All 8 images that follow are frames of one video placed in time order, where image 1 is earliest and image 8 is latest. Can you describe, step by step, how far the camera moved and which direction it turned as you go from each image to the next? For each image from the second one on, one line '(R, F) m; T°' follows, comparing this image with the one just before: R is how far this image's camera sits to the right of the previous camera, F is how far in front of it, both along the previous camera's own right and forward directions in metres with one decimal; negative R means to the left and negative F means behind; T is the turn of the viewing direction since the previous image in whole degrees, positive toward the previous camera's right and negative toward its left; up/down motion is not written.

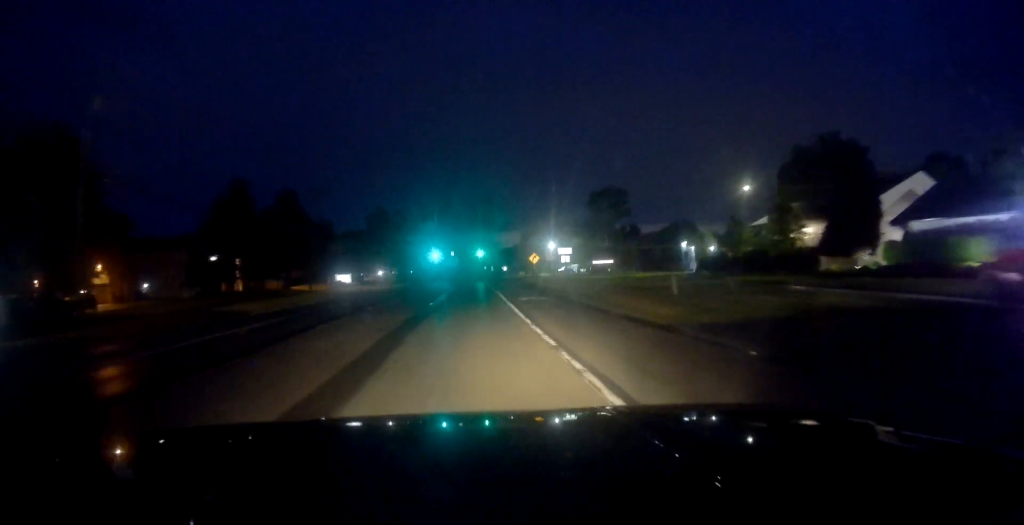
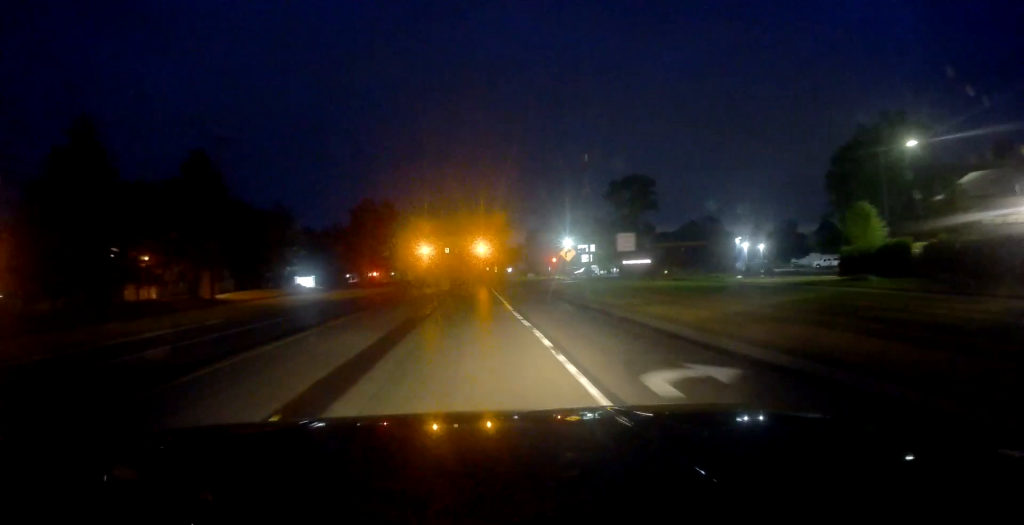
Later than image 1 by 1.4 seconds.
(+0.7, +25.3) m; +2°
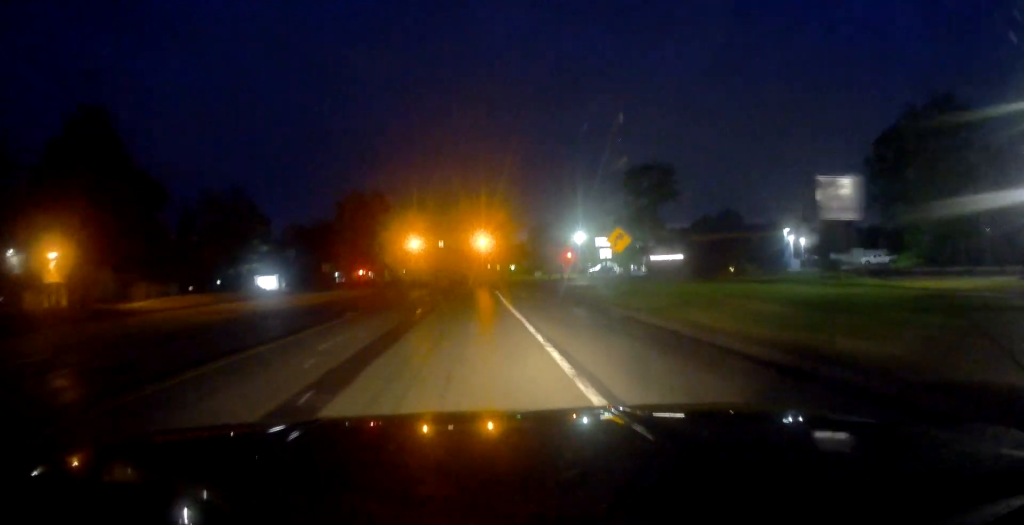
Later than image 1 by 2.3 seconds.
(+0.2, +15.7) m; -2°
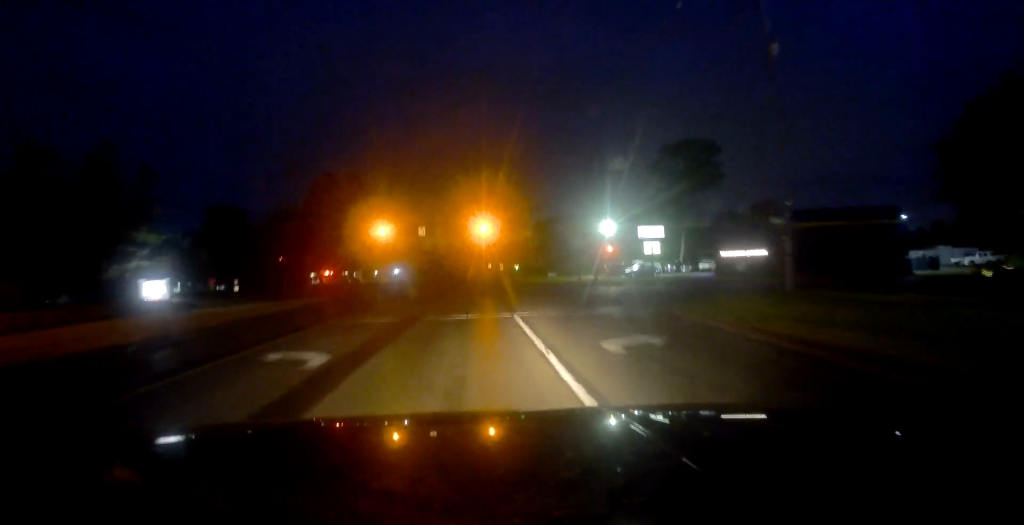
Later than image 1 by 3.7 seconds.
(-1.2, +25.0) m; -1°
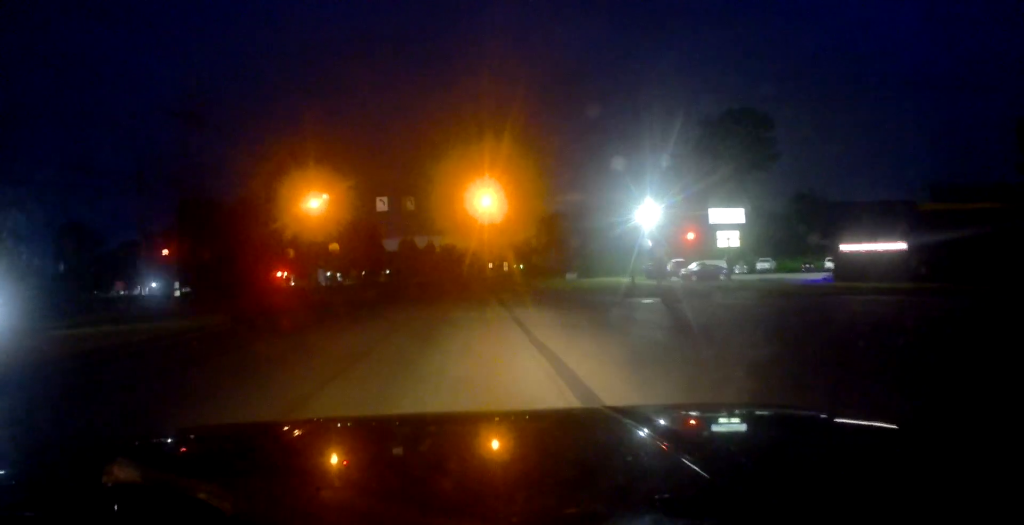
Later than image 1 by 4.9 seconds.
(+0.6, +21.2) m; +2°
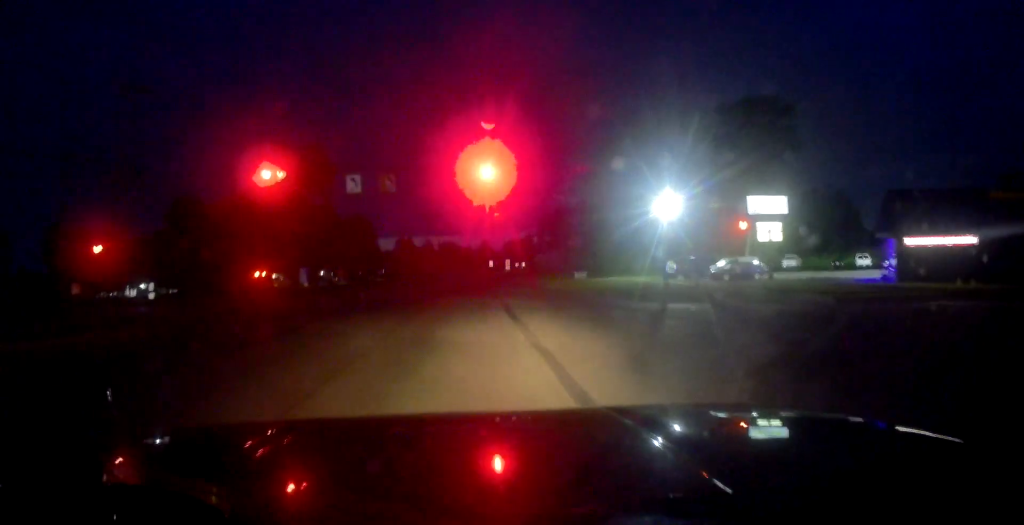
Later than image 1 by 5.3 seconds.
(+0.1, +7.1) m; 0°
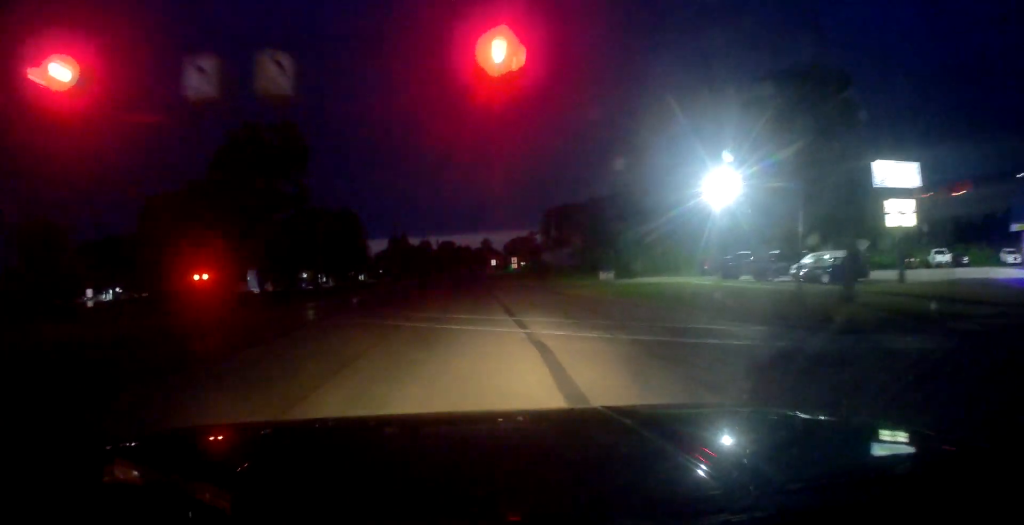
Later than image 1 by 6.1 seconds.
(-0.2, +14.3) m; 0°
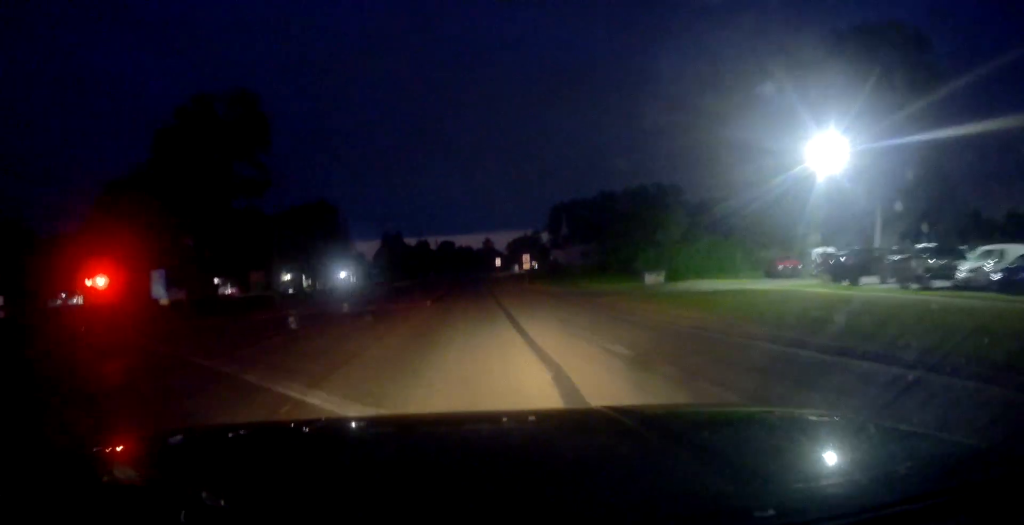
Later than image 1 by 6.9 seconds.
(+0.1, +15.5) m; 0°
